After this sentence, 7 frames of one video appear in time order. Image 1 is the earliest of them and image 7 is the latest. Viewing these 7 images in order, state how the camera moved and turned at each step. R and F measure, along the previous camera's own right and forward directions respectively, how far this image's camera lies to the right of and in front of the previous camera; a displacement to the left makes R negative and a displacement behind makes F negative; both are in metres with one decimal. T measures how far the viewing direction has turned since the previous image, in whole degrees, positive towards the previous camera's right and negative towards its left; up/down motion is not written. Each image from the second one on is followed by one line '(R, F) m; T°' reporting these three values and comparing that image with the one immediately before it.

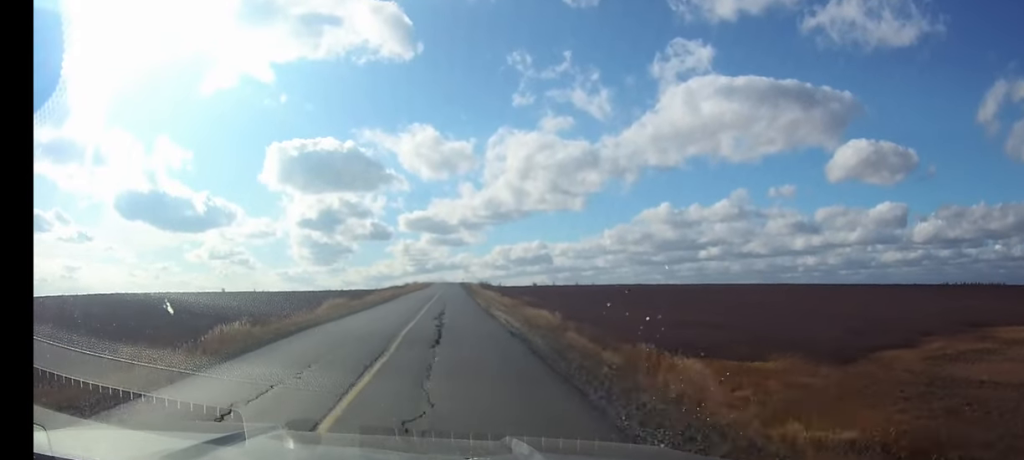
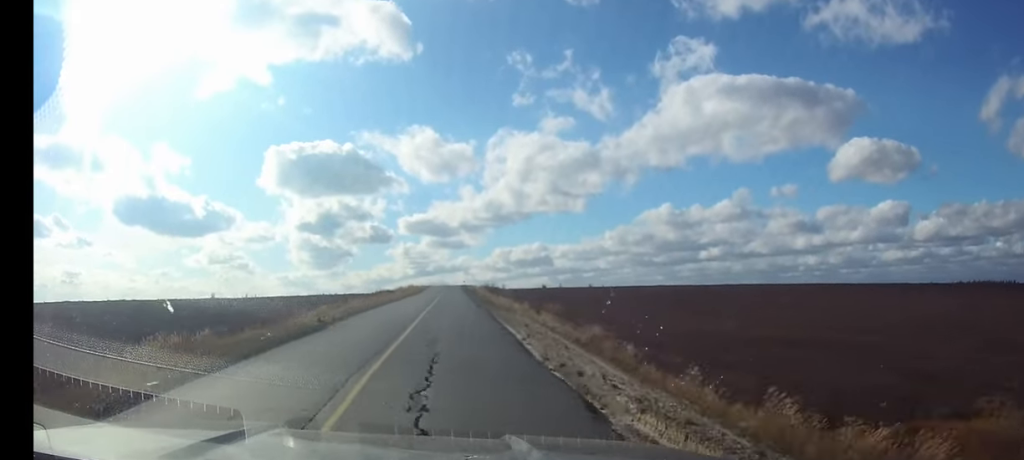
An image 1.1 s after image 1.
(0.0, +24.1) m; 0°
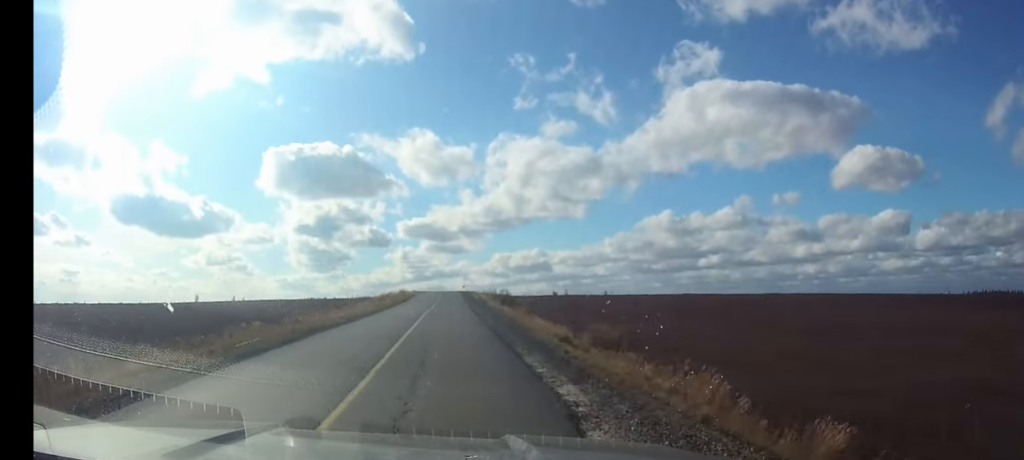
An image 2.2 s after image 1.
(0.0, +26.3) m; 0°
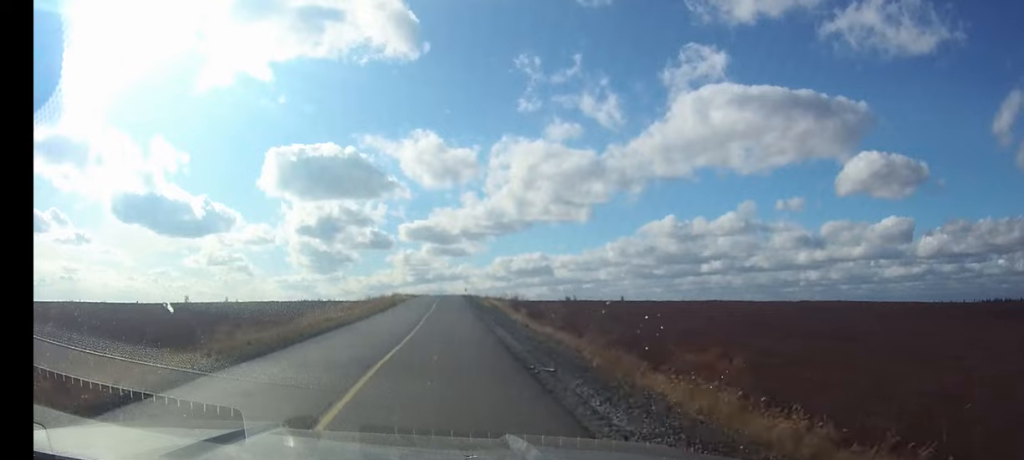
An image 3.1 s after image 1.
(0.0, +20.7) m; 0°
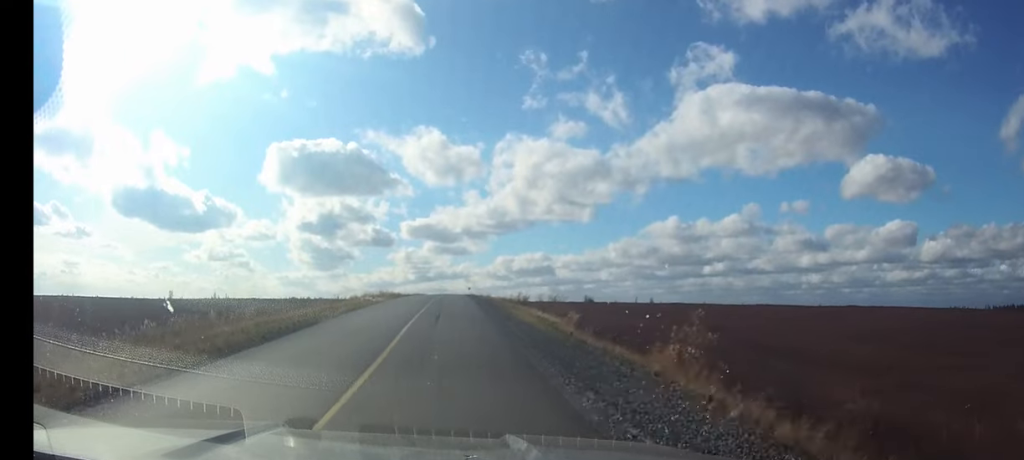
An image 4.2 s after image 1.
(0.0, +25.7) m; 0°
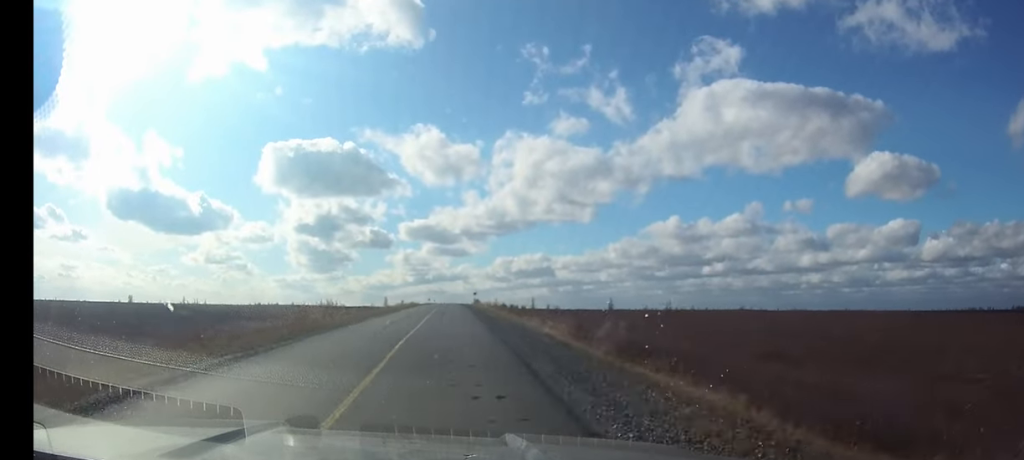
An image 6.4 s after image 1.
(+0.1, +52.7) m; 0°
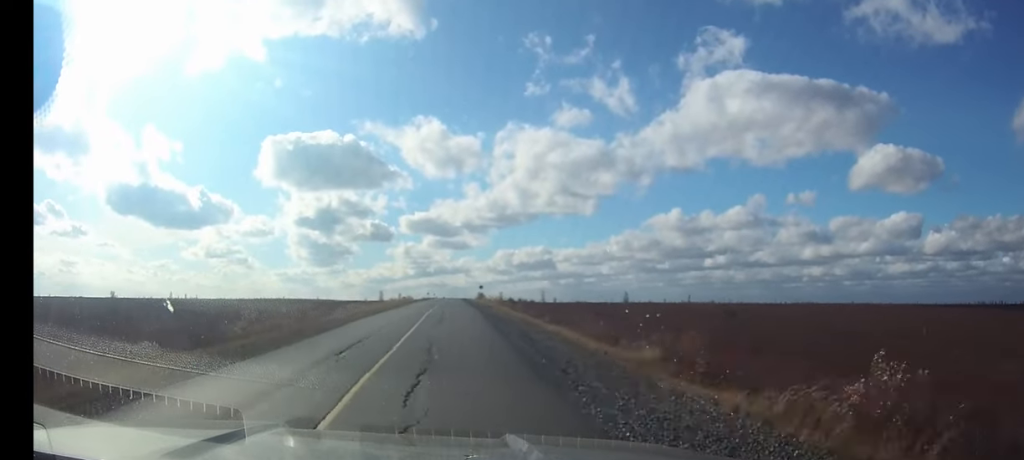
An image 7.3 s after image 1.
(0.0, +21.2) m; 0°
